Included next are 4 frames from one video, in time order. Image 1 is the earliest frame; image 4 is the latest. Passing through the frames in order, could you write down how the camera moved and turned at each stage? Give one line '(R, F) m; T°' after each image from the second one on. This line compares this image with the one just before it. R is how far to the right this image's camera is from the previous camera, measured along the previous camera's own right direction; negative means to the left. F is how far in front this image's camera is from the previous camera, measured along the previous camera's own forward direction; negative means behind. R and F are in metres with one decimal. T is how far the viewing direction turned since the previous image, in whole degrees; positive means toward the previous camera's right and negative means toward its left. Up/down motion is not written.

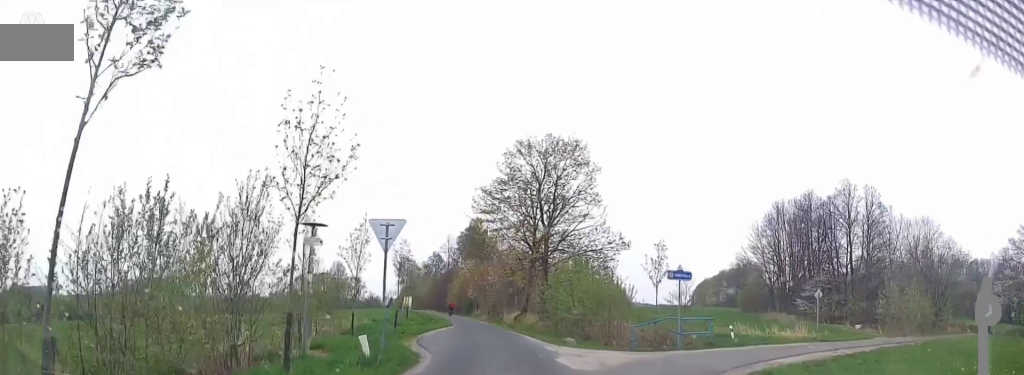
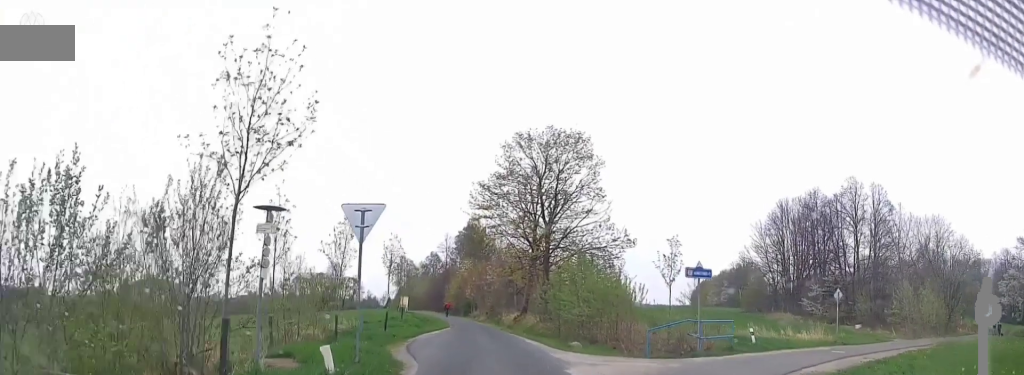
(0.0, +1.0) m; 0°
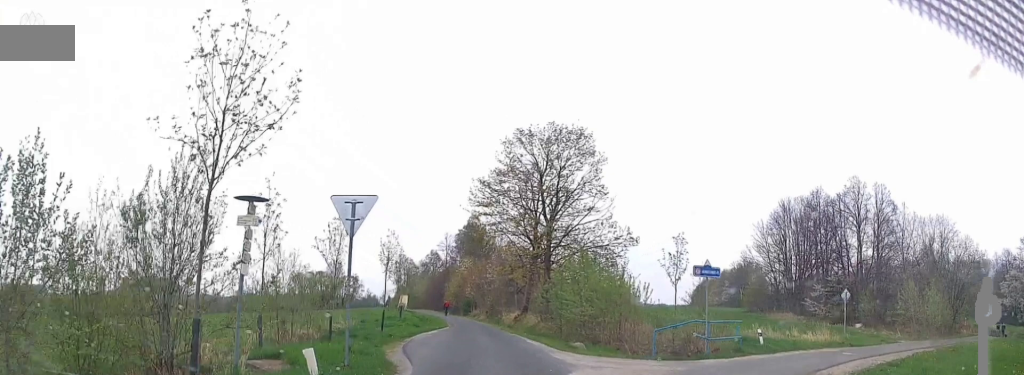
(0.0, +3.2) m; 0°
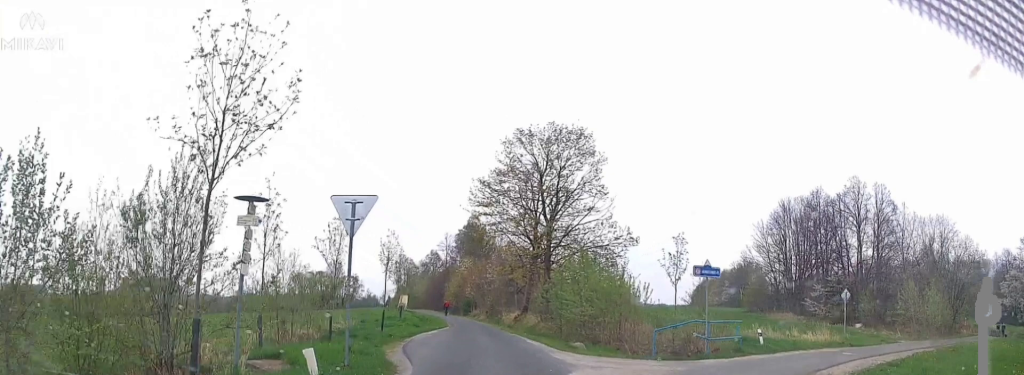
(0.0, +0.6) m; 0°
